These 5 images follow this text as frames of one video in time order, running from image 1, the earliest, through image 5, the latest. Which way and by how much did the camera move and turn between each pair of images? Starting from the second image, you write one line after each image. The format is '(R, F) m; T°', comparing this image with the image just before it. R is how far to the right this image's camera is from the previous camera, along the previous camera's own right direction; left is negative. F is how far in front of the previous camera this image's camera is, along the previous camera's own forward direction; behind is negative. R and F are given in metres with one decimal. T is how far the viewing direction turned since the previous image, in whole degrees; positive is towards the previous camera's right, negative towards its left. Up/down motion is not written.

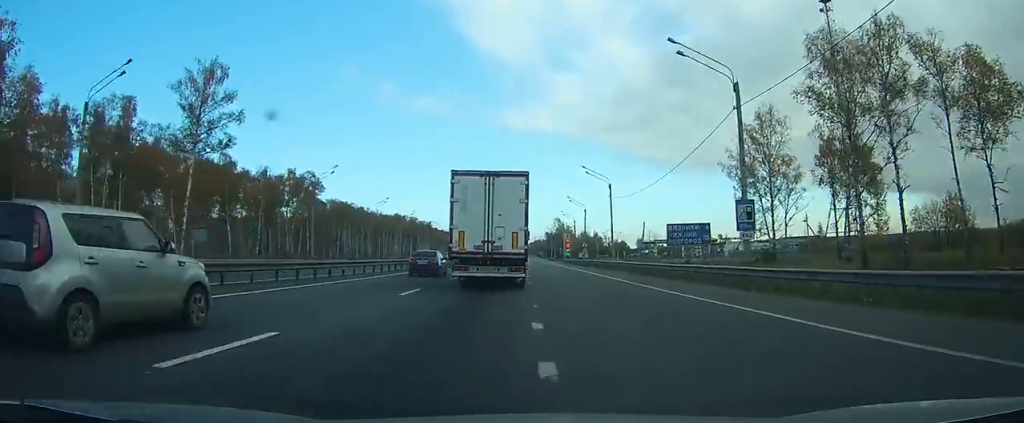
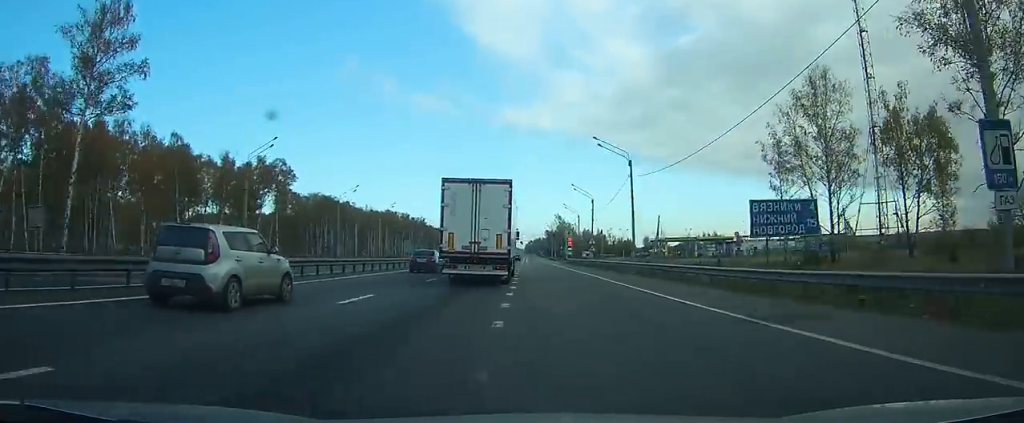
(+0.1, +16.6) m; 0°
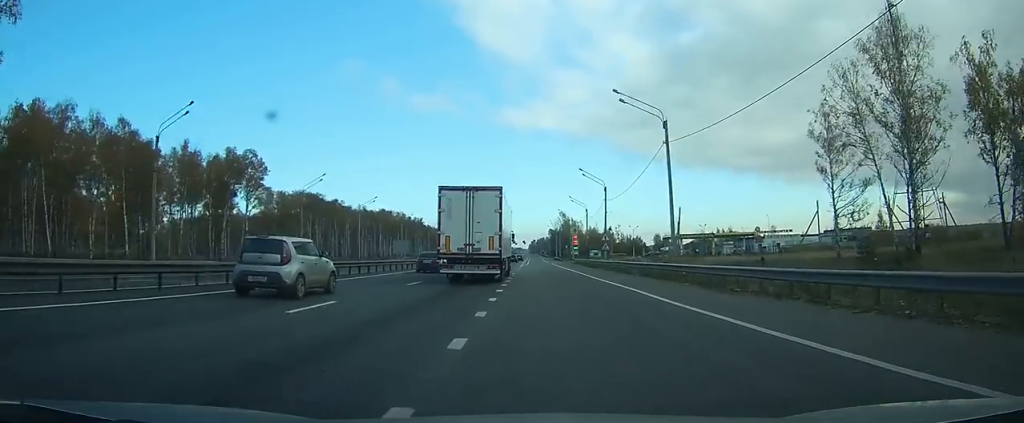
(0.0, +14.2) m; 0°
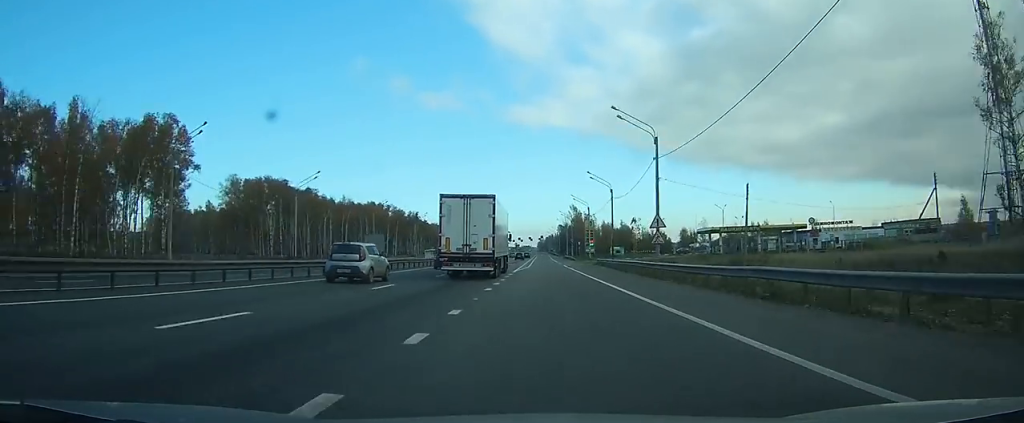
(-0.1, +26.7) m; -1°
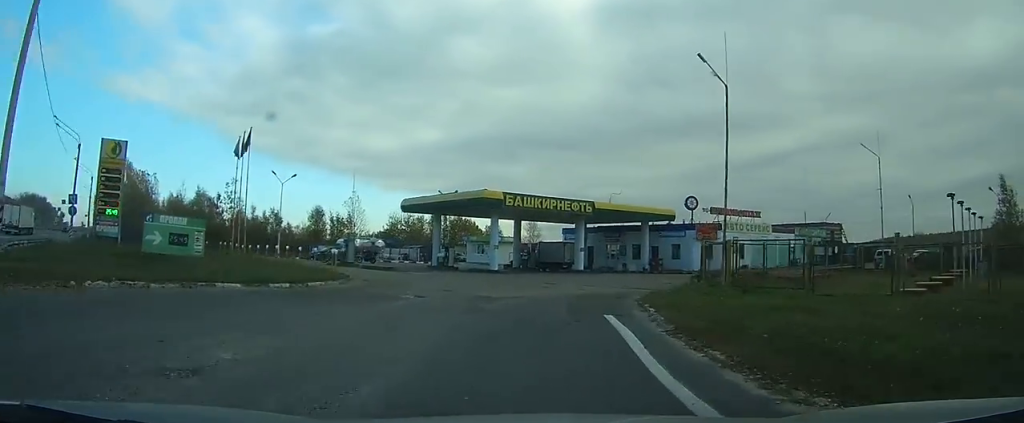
(+8.0, +80.1) m; +31°
